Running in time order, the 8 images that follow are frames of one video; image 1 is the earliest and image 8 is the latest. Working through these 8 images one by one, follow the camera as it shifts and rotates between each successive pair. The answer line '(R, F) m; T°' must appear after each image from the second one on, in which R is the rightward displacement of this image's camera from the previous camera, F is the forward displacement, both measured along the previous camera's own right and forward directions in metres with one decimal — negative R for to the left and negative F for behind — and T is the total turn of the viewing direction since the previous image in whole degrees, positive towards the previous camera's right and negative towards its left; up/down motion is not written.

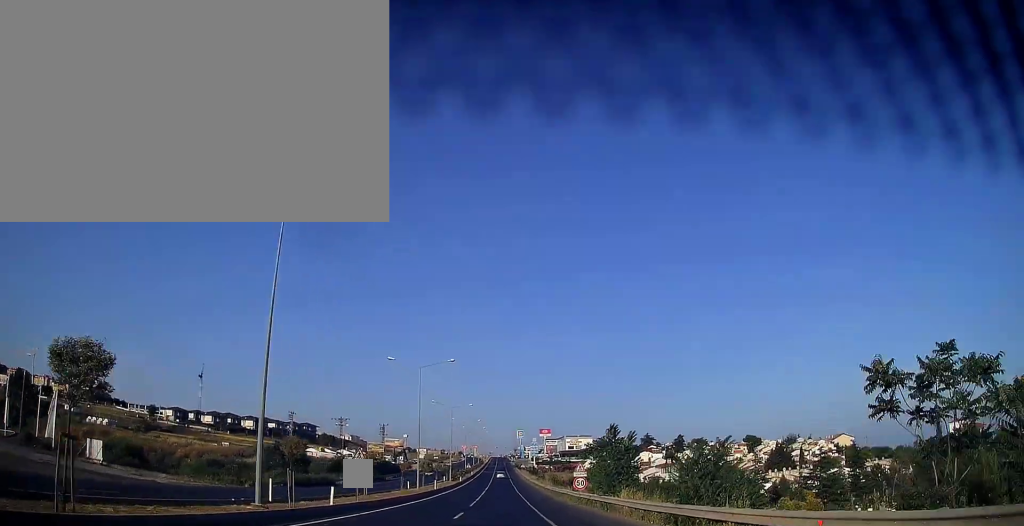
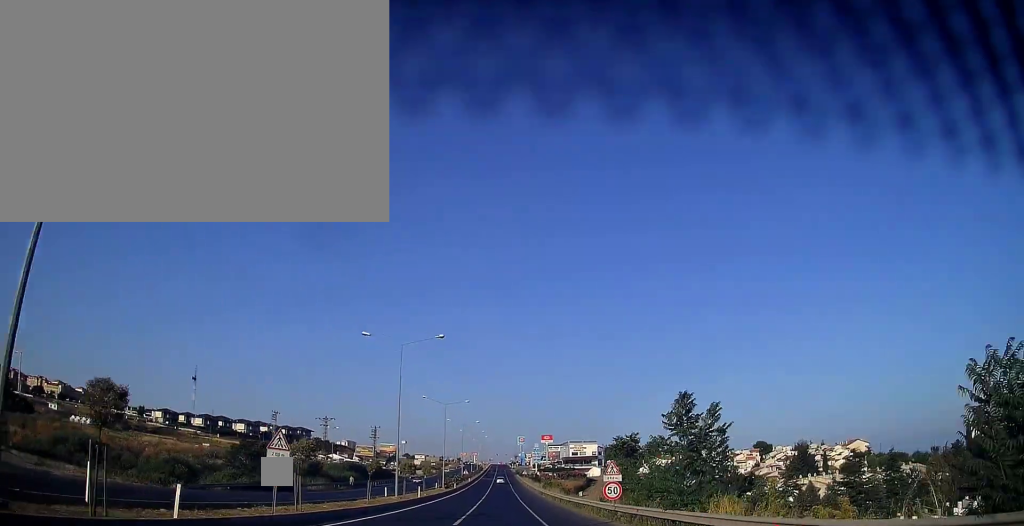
(+0.1, +12.1) m; 0°
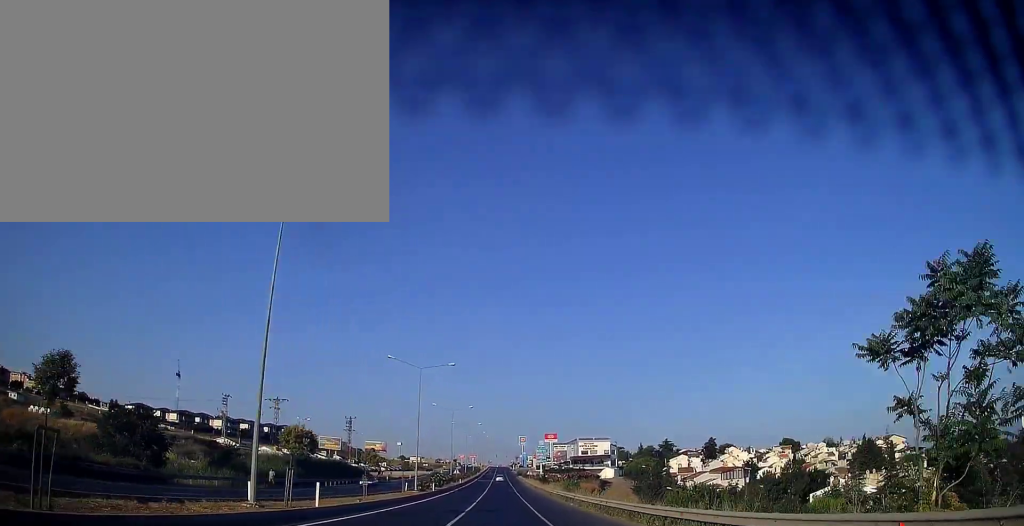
(-0.2, +27.7) m; 0°
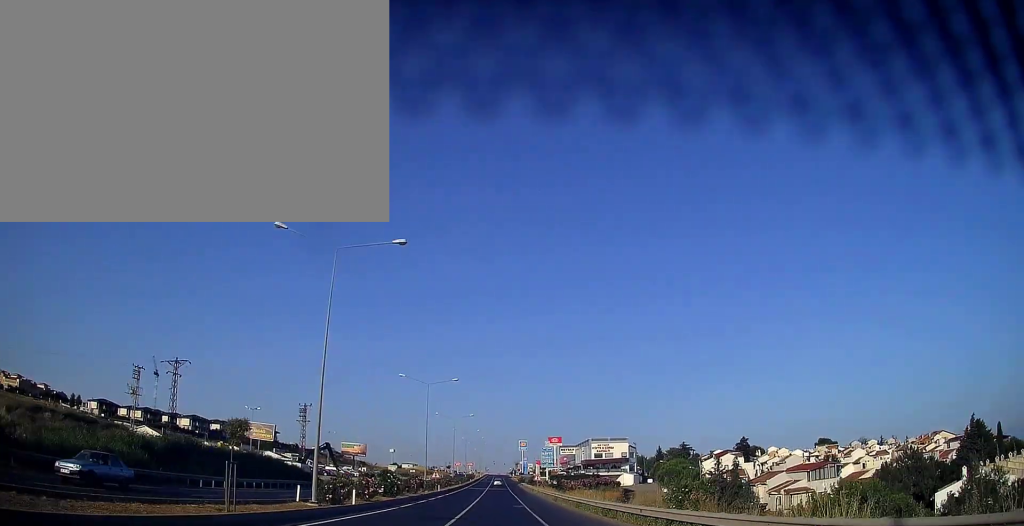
(+0.1, +32.0) m; 0°
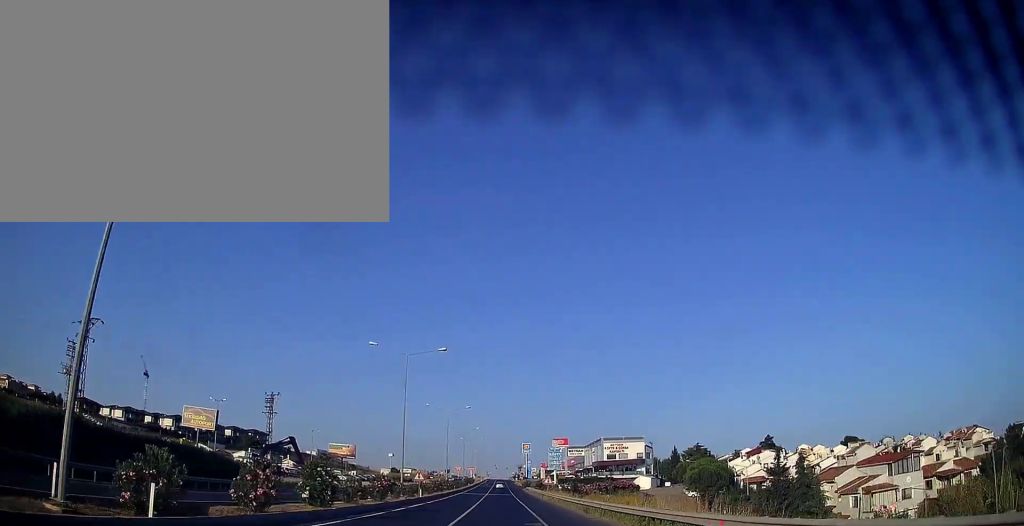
(-0.1, +17.2) m; 0°
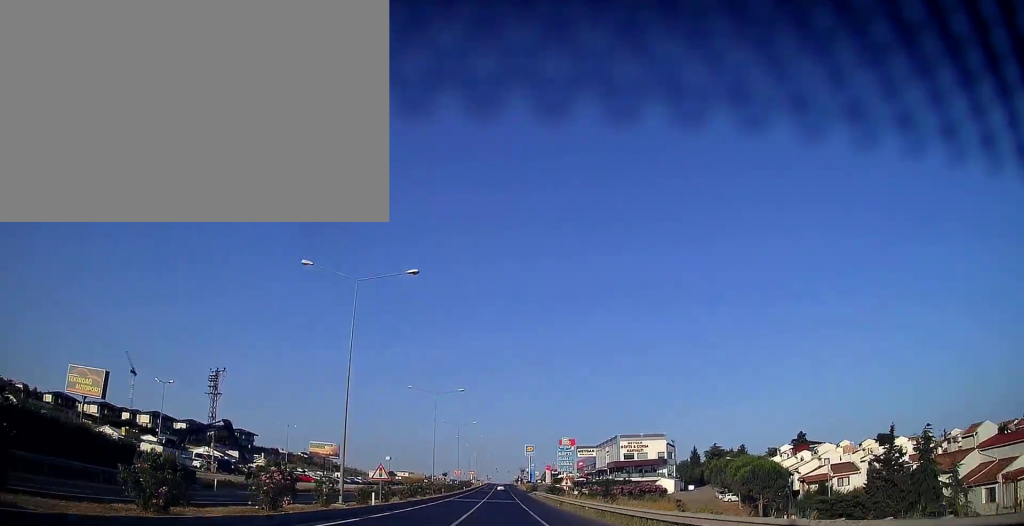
(0.0, +19.7) m; 0°
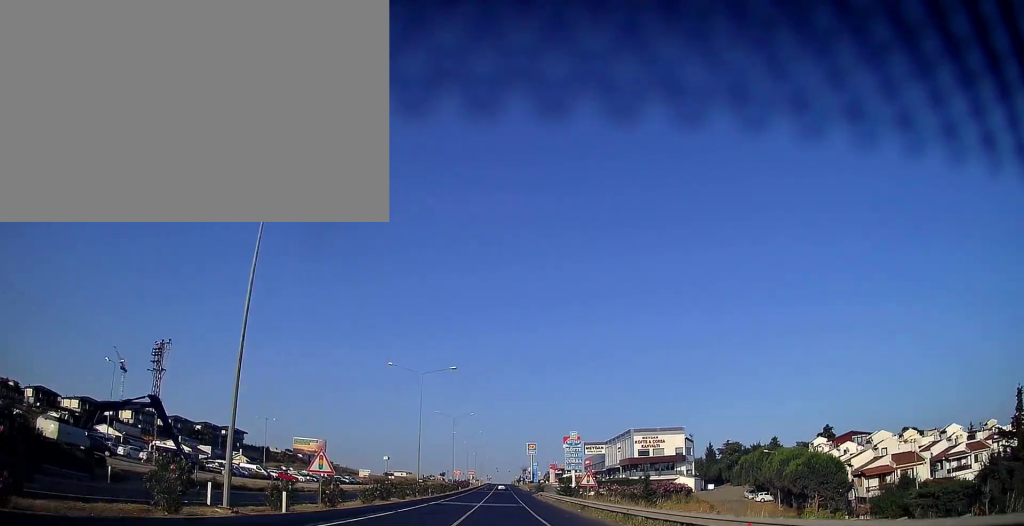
(0.0, +13.7) m; 0°
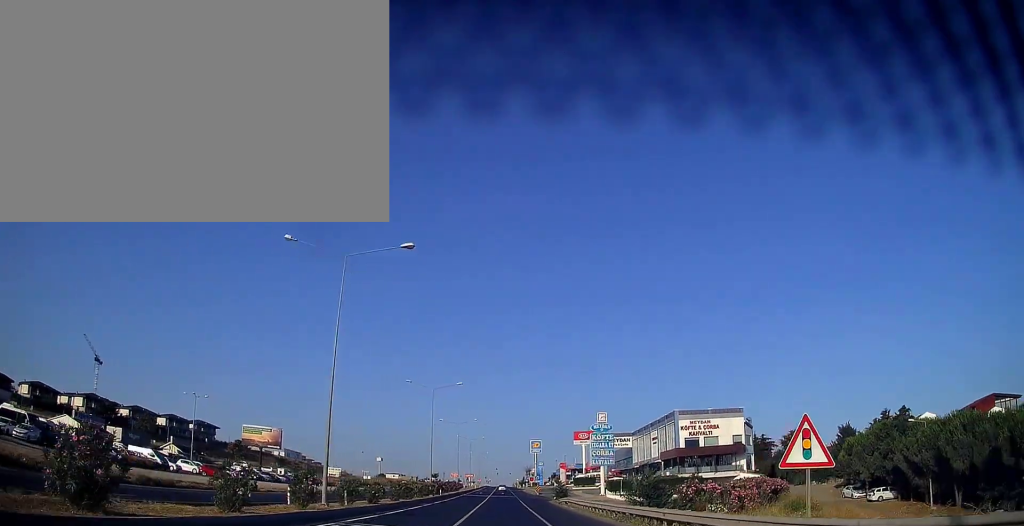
(+0.1, +31.1) m; 0°
